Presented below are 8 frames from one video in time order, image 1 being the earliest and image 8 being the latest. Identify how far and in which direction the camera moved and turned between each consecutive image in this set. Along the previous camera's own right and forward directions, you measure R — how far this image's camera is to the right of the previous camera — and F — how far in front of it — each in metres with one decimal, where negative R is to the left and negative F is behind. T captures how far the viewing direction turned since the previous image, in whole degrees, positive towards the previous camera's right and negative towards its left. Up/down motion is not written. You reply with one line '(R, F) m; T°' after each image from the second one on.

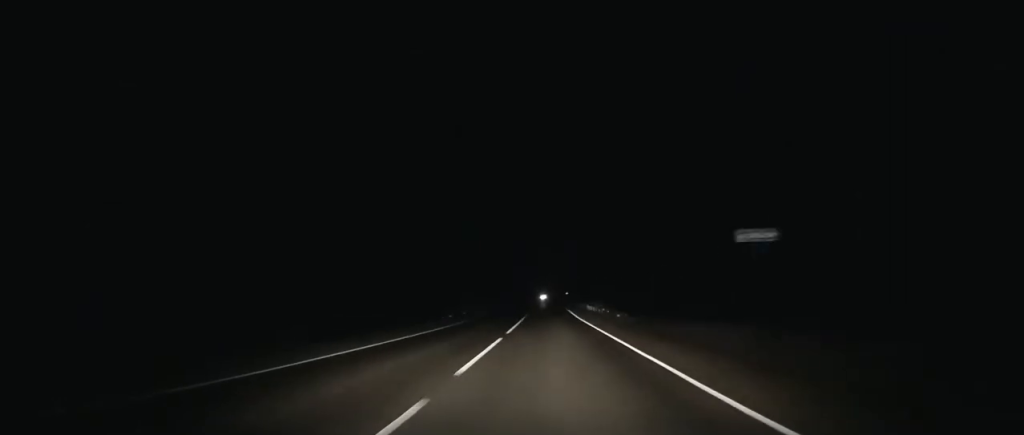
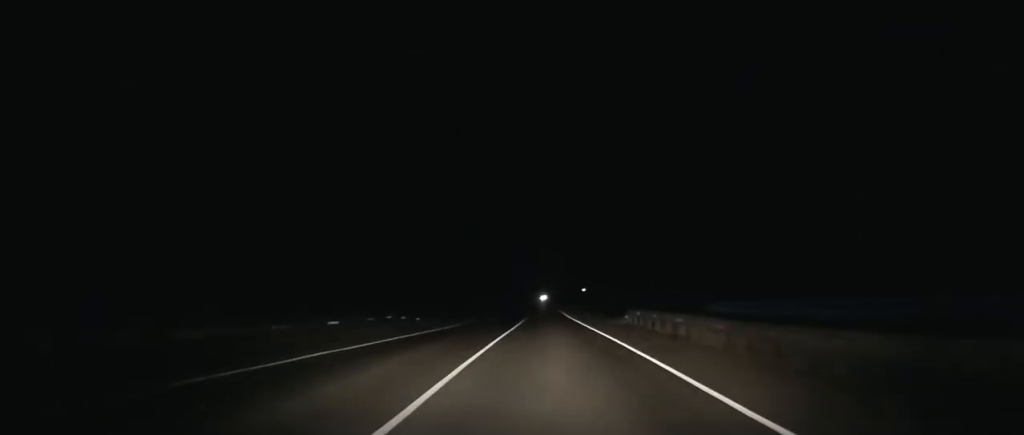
(+0.1, +81.8) m; 0°
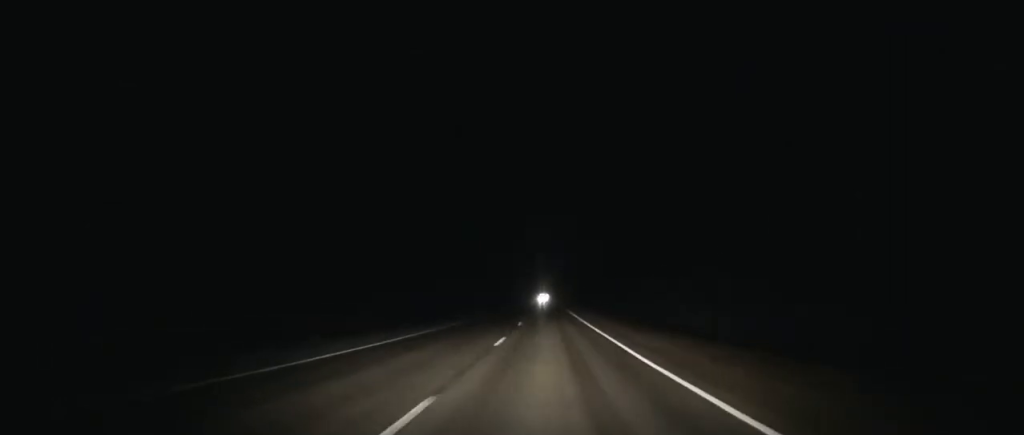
(+0.4, +166.1) m; 0°
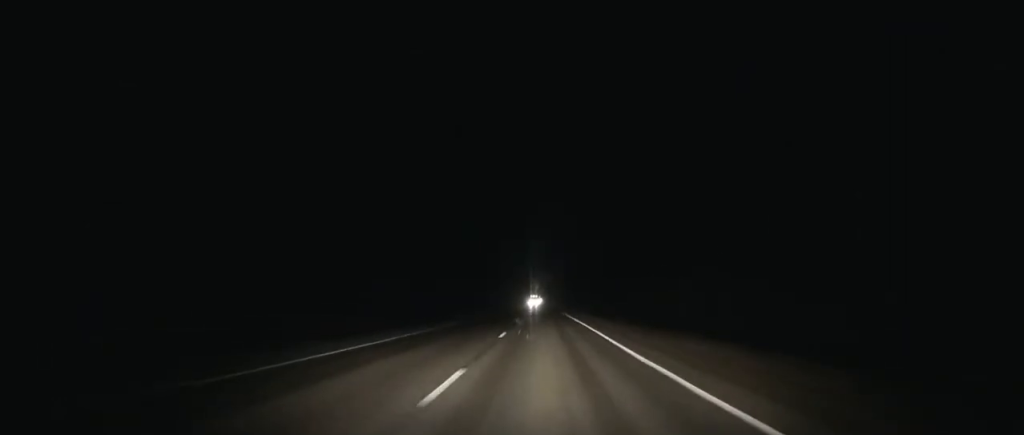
(+0.1, +43.7) m; 0°
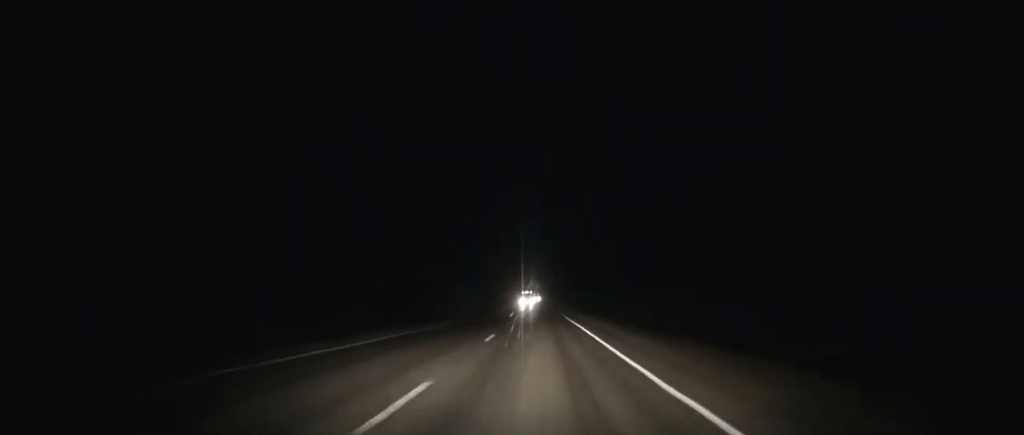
(+0.2, +35.0) m; 0°
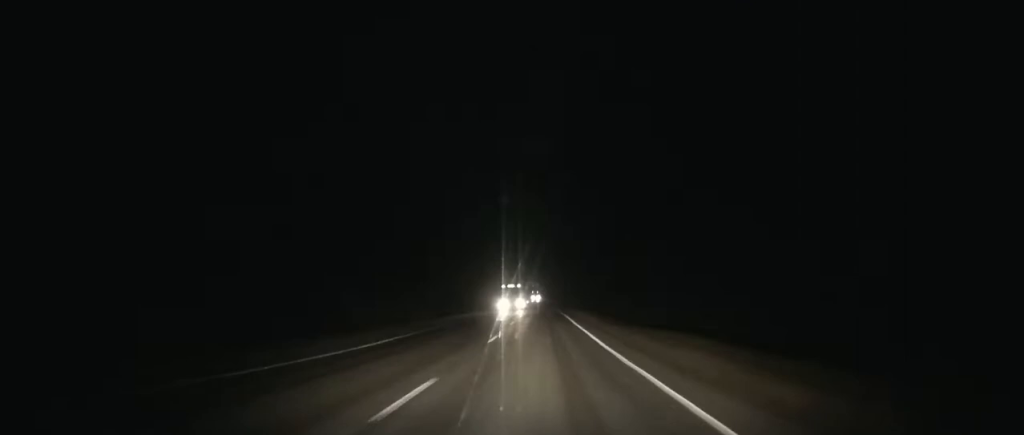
(+0.1, +34.9) m; 0°
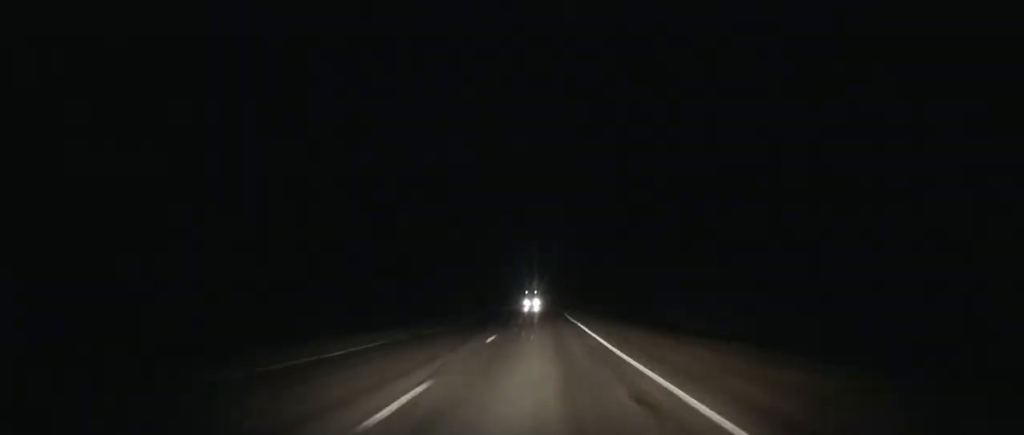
(-0.1, +61.5) m; 0°
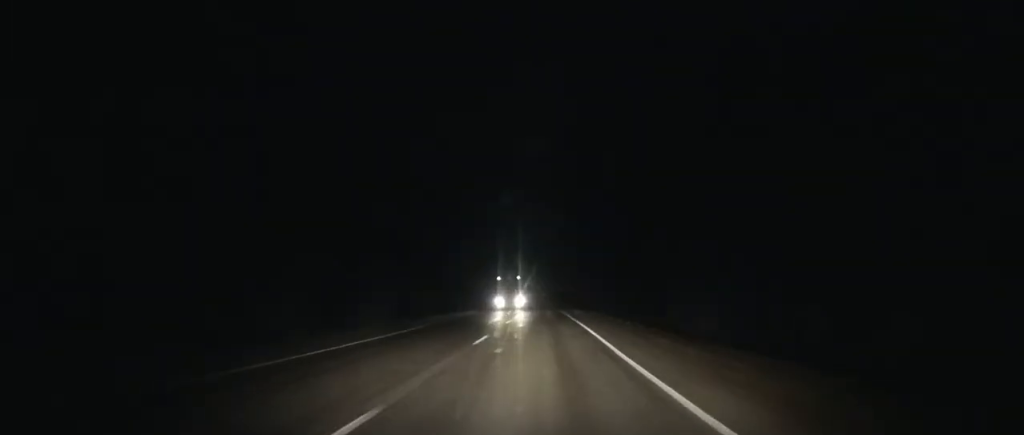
(0.0, +39.5) m; 0°
